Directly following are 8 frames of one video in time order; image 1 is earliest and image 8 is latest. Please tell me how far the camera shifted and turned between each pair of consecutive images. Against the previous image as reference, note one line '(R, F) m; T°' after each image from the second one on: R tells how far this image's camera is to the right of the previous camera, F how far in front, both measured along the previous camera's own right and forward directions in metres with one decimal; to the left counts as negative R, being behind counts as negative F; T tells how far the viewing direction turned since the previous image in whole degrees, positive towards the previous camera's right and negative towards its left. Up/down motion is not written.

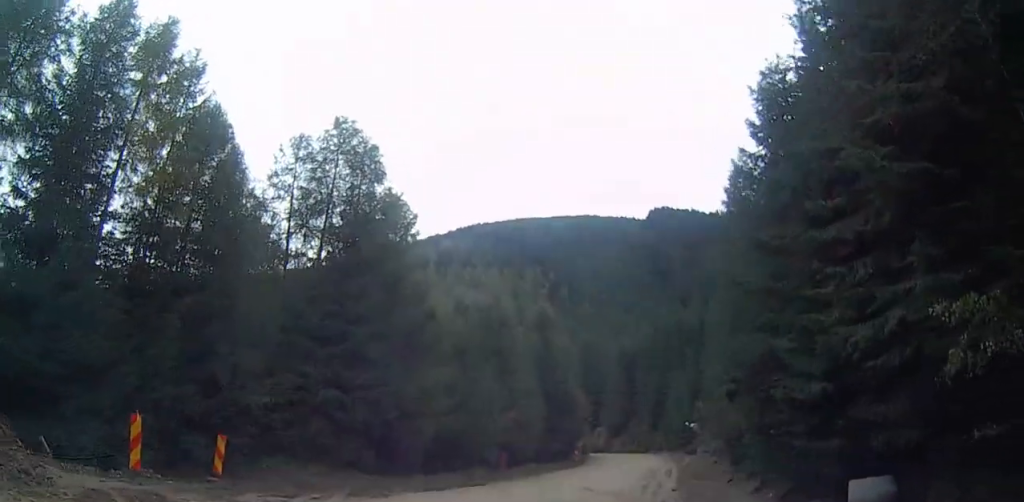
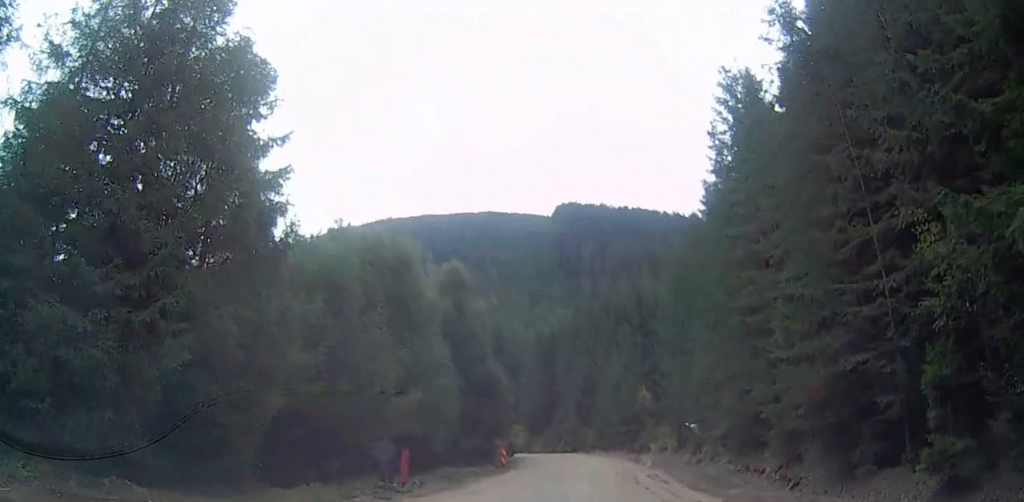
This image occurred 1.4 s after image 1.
(+1.8, +12.2) m; +13°
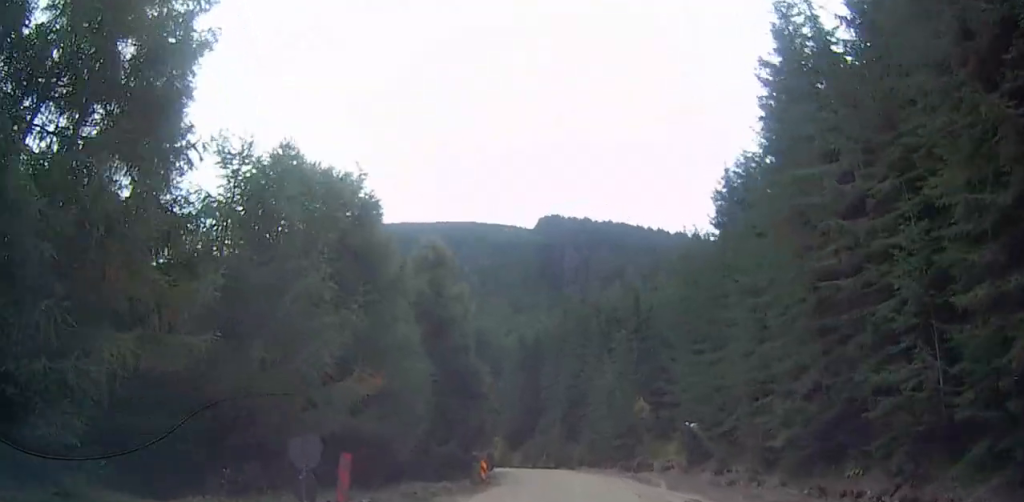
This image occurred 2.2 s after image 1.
(0.0, +8.3) m; 0°
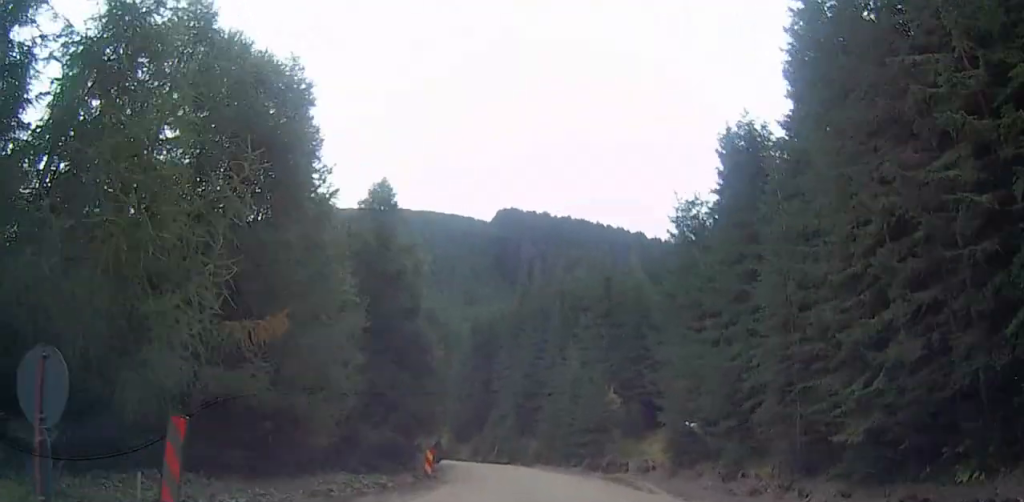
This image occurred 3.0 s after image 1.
(0.0, +8.0) m; +2°
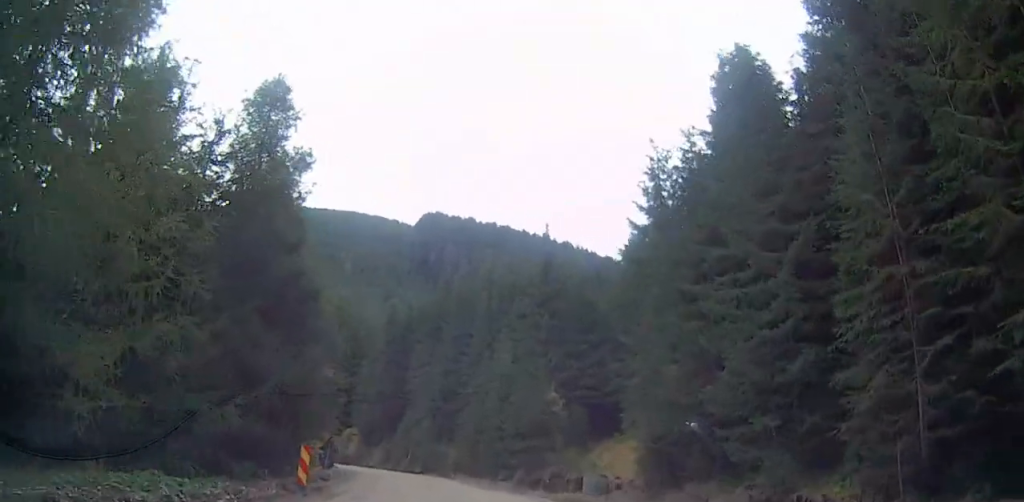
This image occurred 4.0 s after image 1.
(+0.3, +9.4) m; +7°
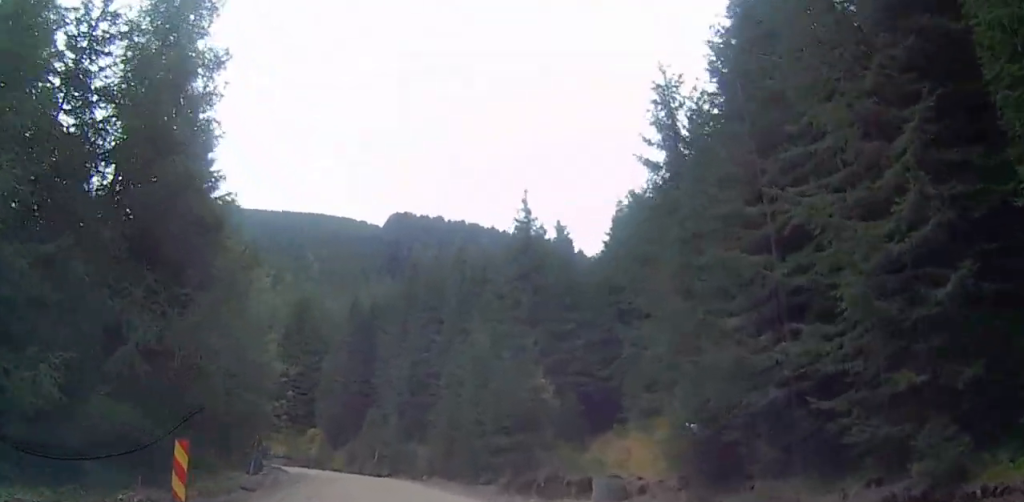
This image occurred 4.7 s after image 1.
(+0.3, +5.8) m; +6°
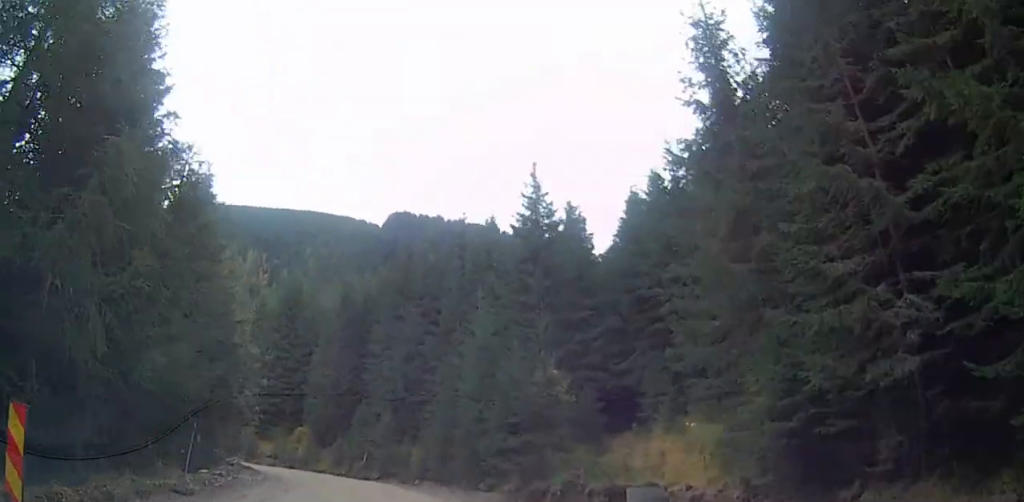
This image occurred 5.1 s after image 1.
(+0.3, +3.7) m; +3°
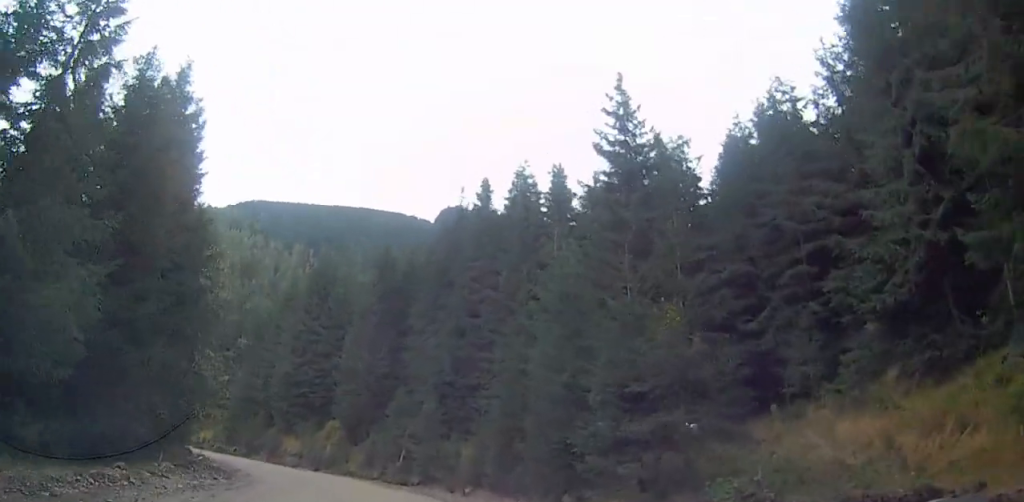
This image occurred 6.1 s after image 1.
(+0.2, +8.3) m; -6°
